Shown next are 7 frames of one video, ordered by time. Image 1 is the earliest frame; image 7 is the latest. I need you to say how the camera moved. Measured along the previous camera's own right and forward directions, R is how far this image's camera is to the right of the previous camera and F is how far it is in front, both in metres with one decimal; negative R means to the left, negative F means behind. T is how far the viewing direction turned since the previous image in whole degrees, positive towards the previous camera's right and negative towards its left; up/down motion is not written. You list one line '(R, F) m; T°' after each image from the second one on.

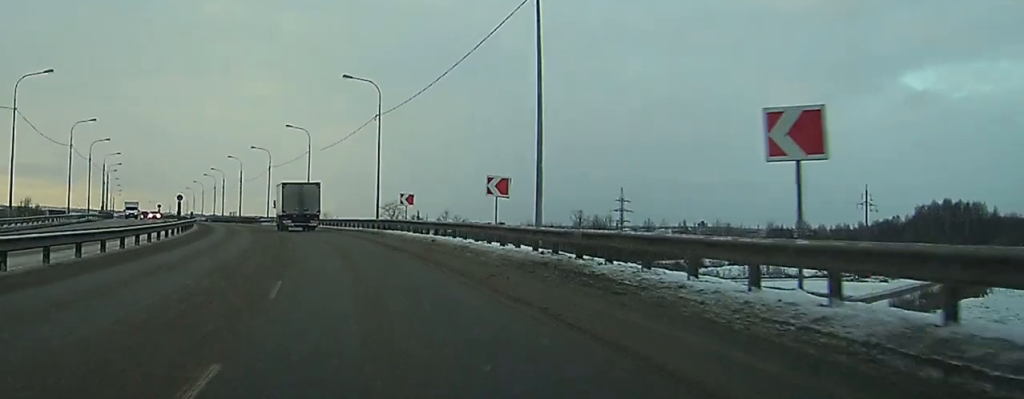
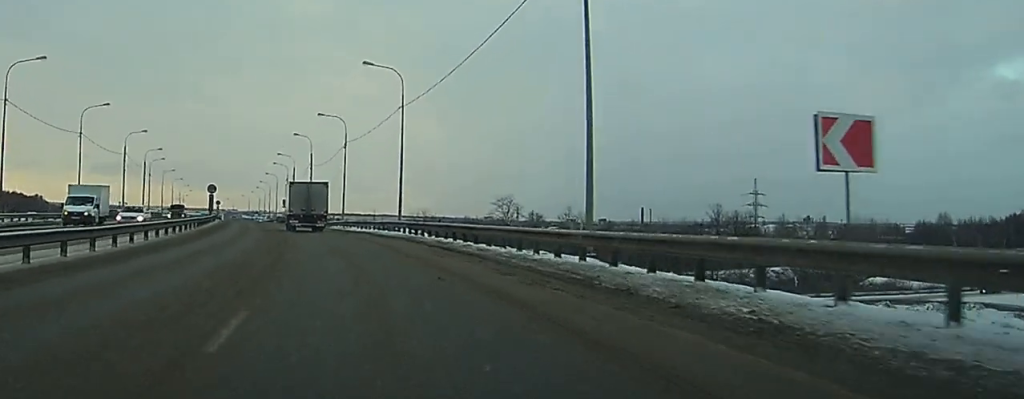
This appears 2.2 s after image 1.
(-2.0, +41.5) m; -6°
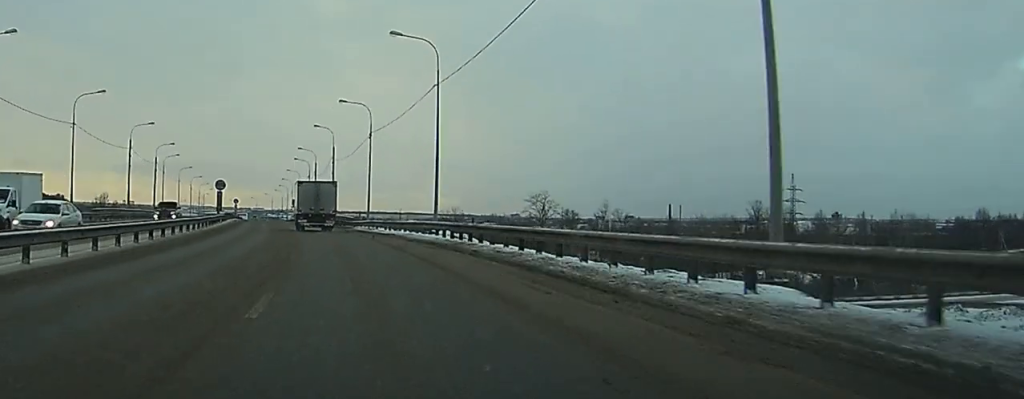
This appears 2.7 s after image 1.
(0.0, +9.7) m; -1°
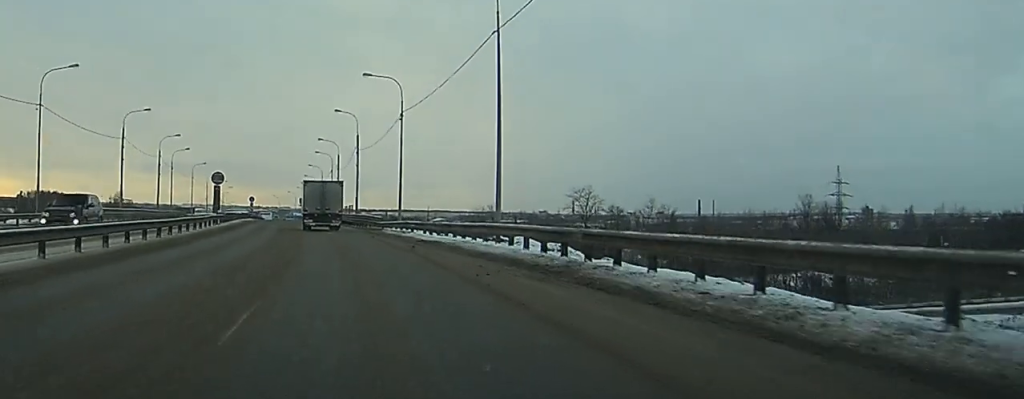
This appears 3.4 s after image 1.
(-0.3, +14.3) m; -2°
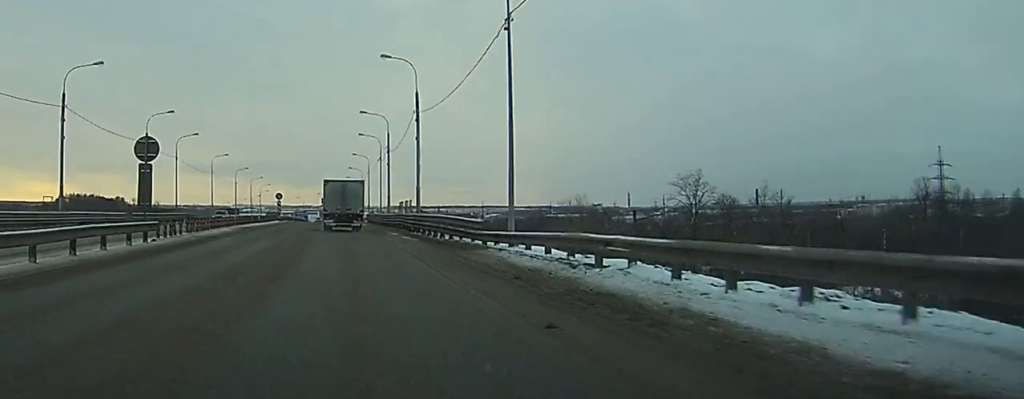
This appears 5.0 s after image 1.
(-1.1, +31.2) m; -3°
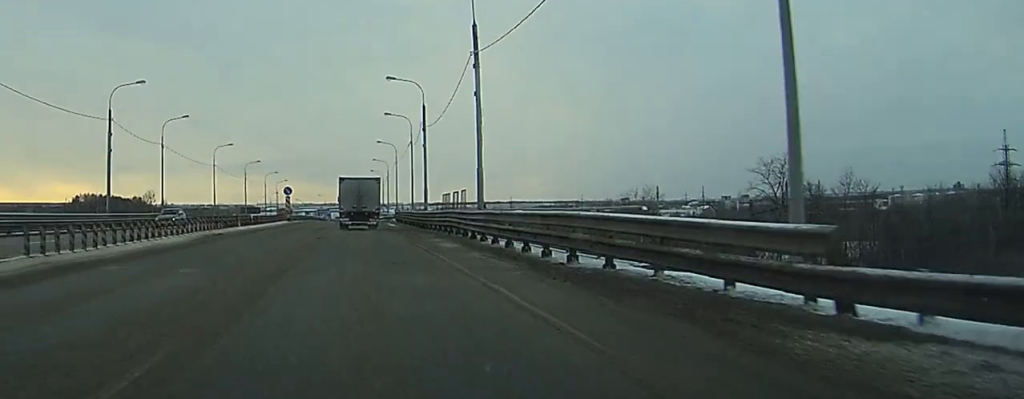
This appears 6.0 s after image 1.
(-0.2, +20.3) m; -2°
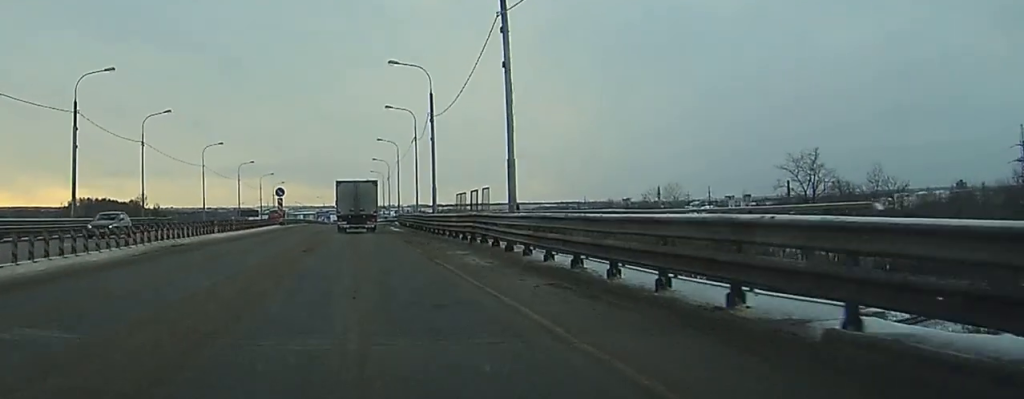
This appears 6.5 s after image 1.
(0.0, +8.5) m; -1°
